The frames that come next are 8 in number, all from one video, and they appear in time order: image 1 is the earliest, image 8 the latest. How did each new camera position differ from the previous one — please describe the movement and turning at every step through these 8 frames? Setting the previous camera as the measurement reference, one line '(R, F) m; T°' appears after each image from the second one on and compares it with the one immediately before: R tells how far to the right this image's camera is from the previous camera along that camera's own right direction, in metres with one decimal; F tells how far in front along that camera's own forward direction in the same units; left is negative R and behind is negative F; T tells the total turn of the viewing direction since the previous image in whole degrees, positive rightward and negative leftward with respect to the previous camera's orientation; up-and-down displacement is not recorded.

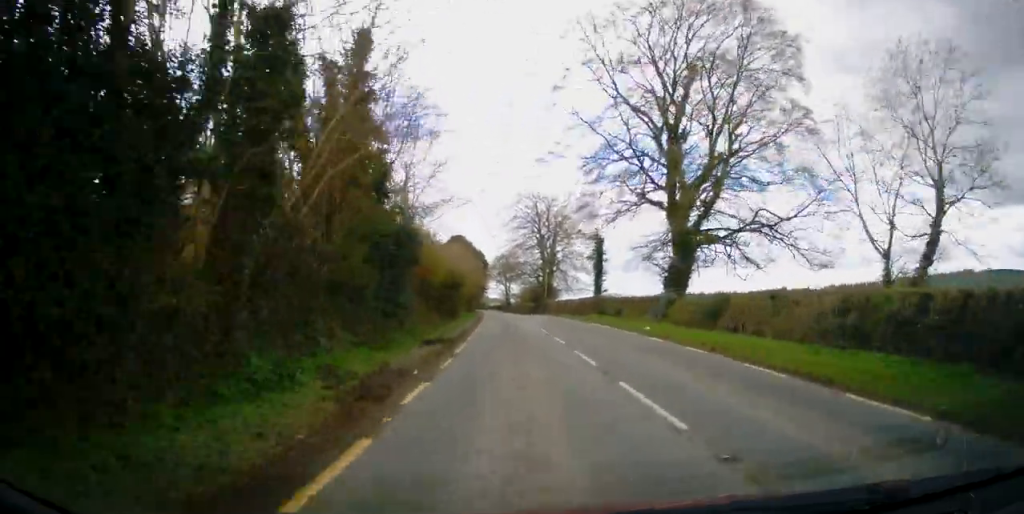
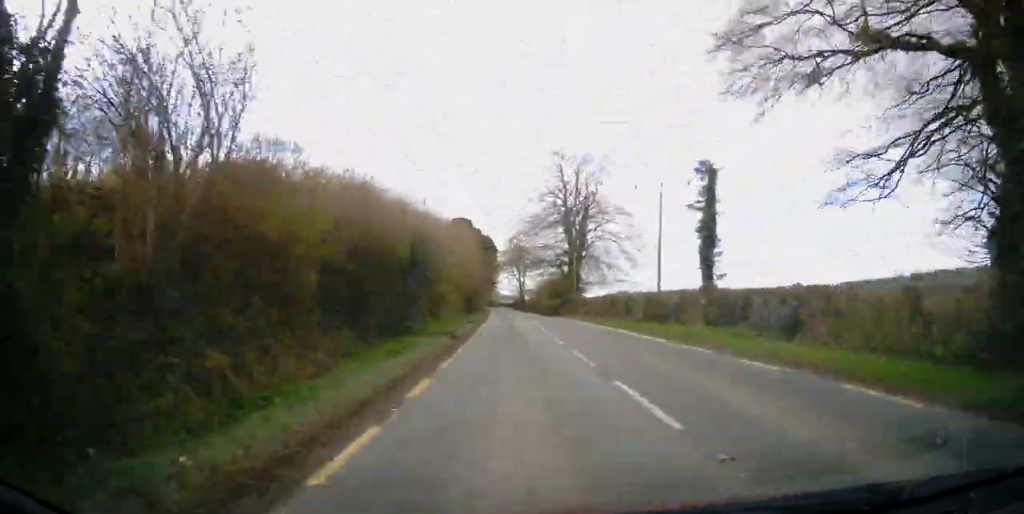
(0.0, +23.2) m; -1°
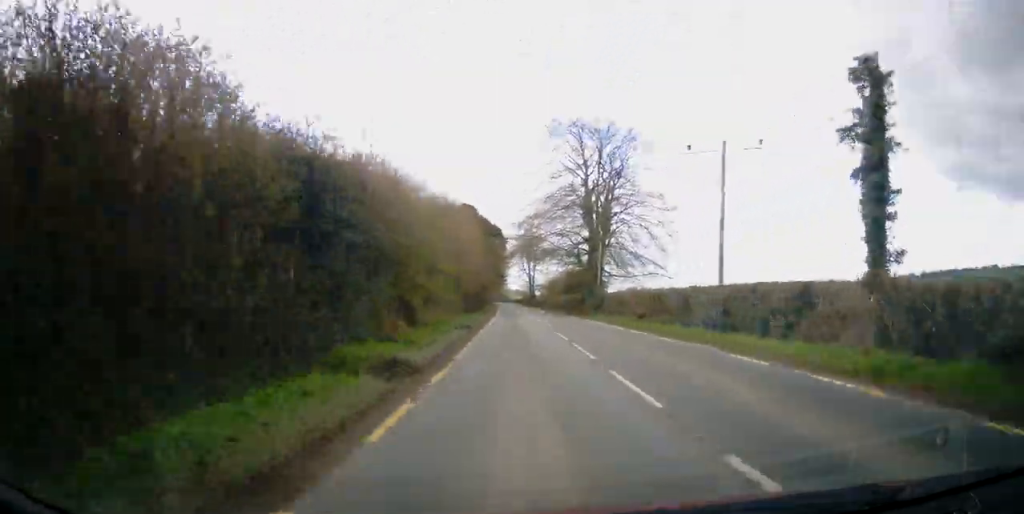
(-0.2, +10.8) m; -1°
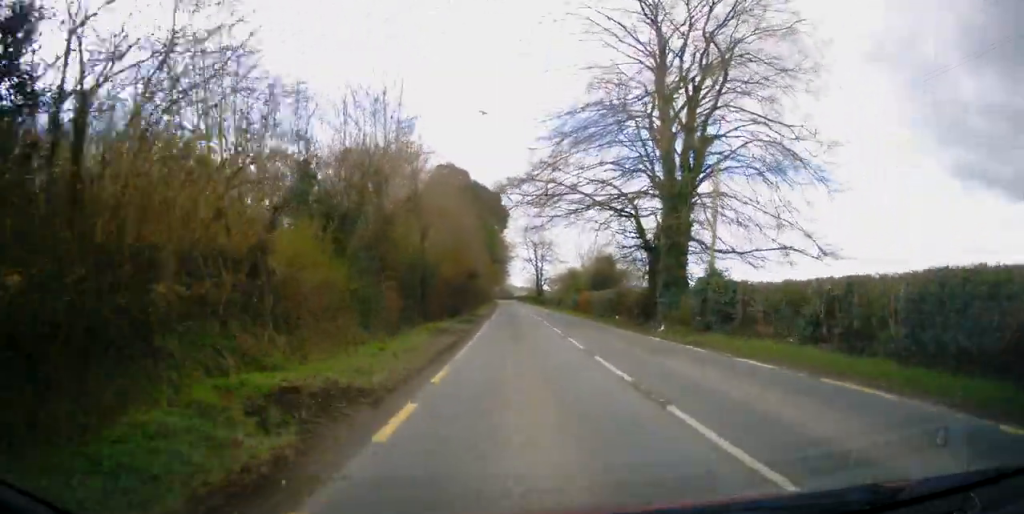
(-0.5, +27.5) m; -1°
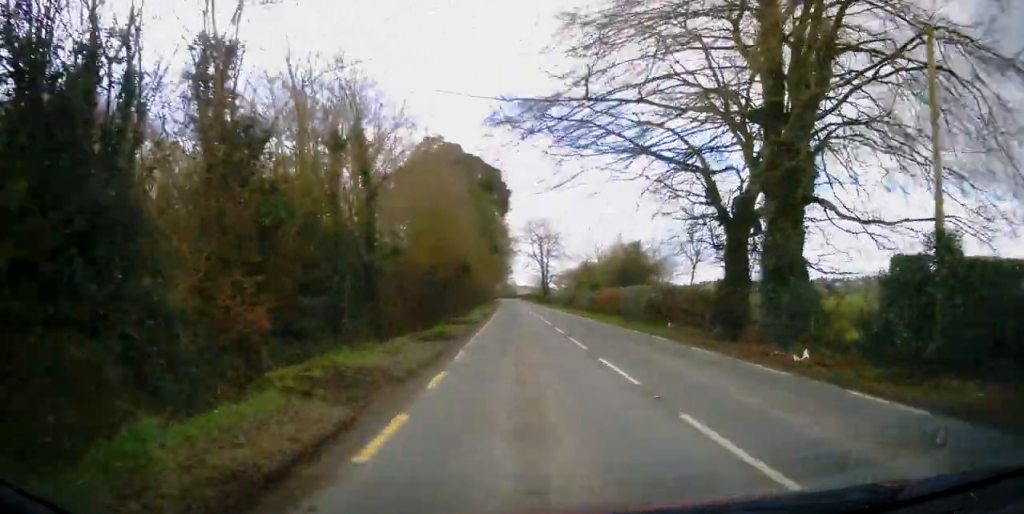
(0.0, +12.4) m; 0°
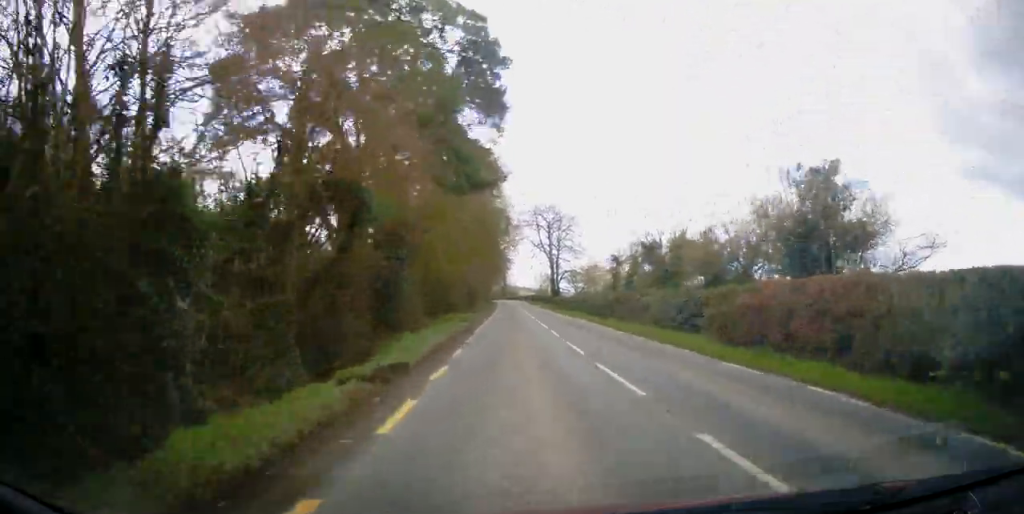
(+0.3, +30.3) m; 0°
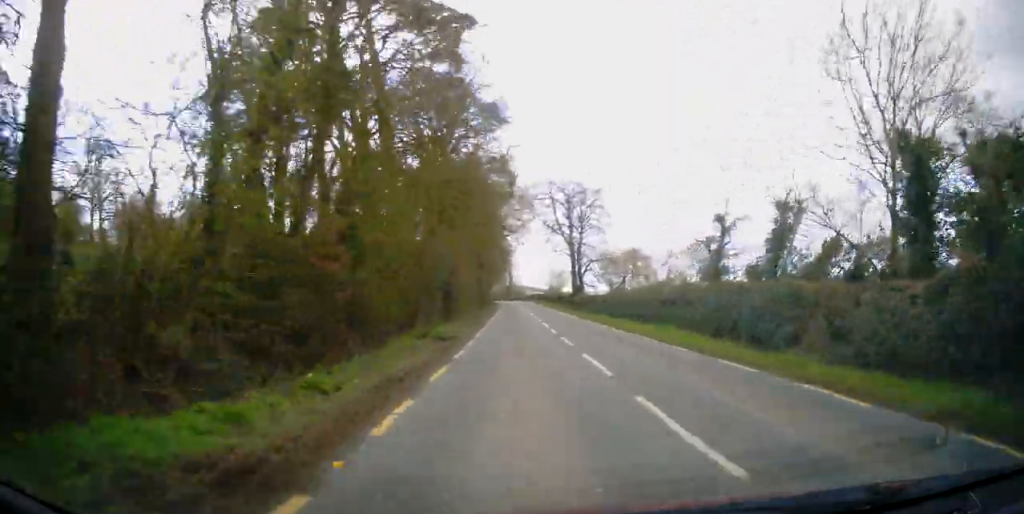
(-0.5, +27.2) m; 0°
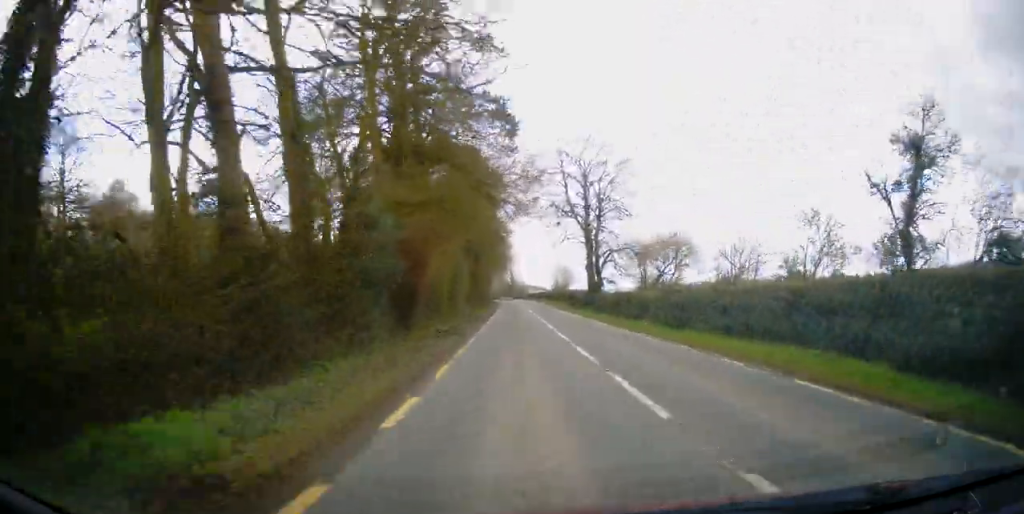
(+0.5, +15.3) m; 0°
